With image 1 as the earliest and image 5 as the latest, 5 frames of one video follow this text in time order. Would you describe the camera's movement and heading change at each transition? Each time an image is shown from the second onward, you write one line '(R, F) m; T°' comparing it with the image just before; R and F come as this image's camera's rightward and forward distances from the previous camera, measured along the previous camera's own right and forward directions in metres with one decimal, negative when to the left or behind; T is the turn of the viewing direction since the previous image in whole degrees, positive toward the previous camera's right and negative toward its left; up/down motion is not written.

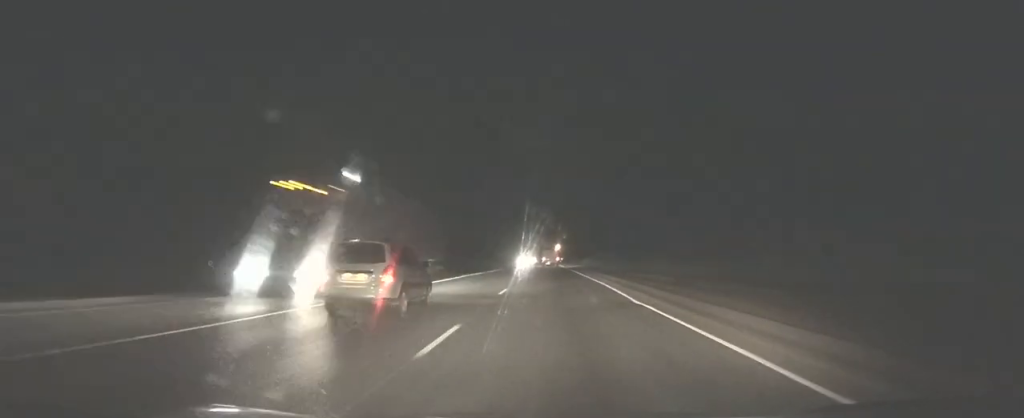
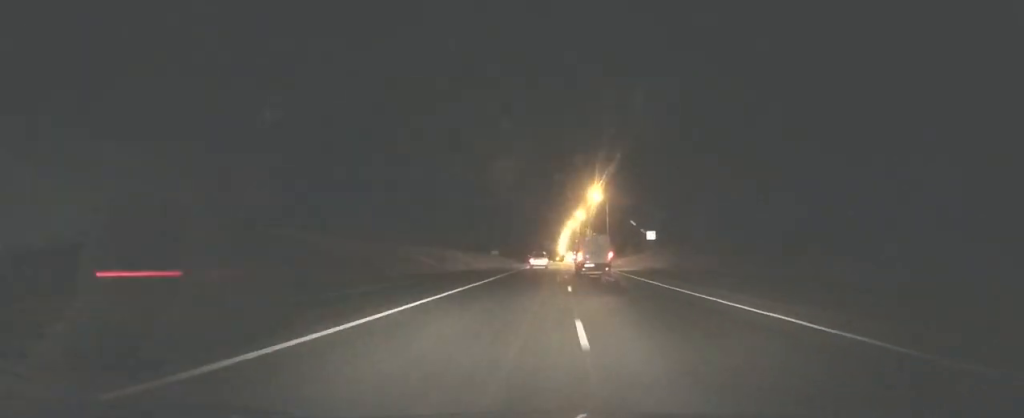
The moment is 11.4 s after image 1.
(-0.4, +293.6) m; 0°
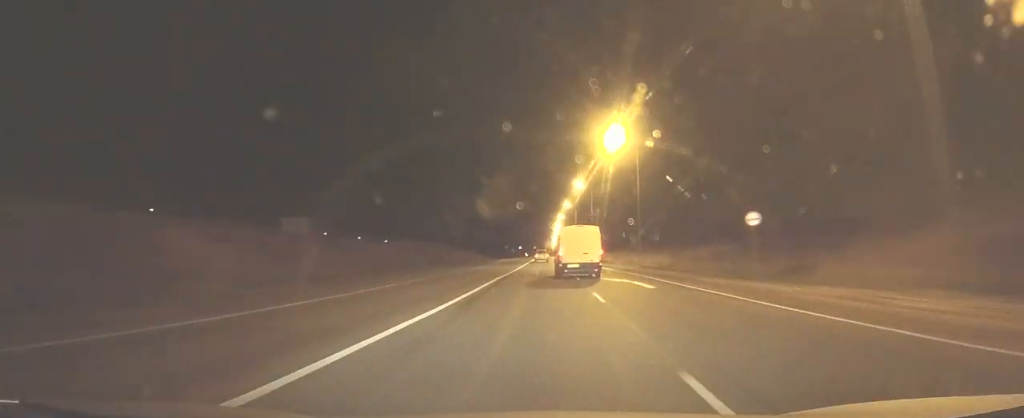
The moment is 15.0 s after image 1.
(0.0, +85.9) m; -1°
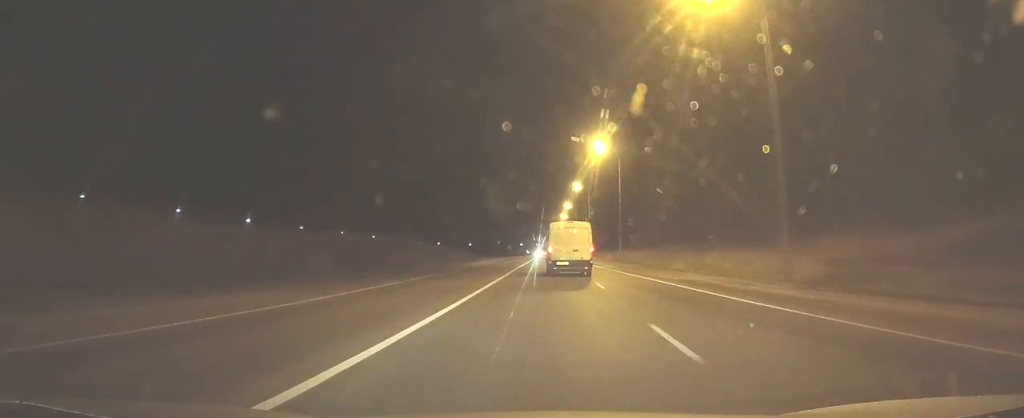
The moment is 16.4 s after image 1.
(-0.4, +30.1) m; 0°
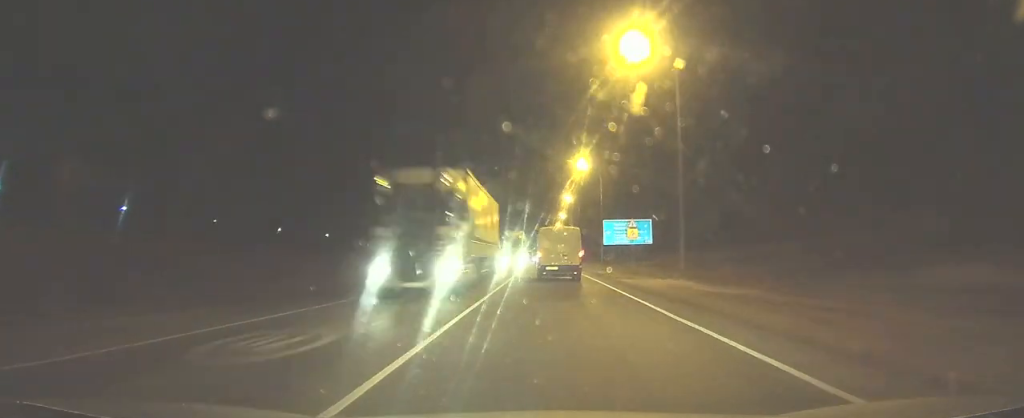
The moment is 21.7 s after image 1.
(+0.2, +108.5) m; +1°
